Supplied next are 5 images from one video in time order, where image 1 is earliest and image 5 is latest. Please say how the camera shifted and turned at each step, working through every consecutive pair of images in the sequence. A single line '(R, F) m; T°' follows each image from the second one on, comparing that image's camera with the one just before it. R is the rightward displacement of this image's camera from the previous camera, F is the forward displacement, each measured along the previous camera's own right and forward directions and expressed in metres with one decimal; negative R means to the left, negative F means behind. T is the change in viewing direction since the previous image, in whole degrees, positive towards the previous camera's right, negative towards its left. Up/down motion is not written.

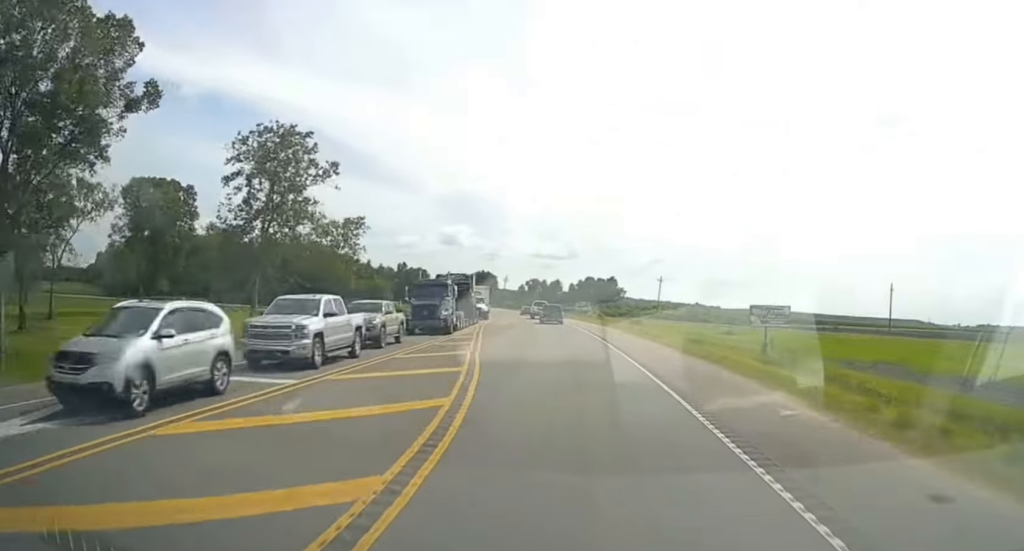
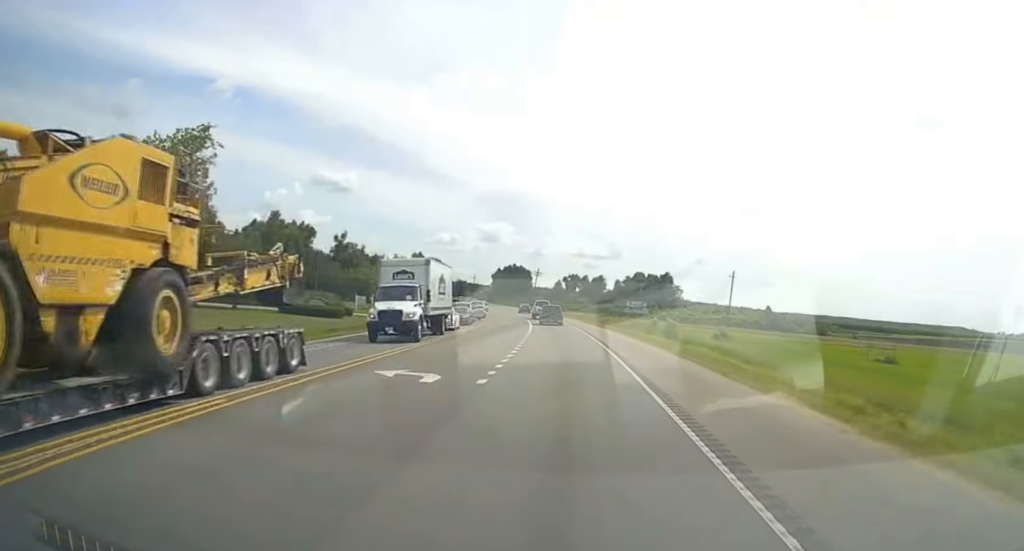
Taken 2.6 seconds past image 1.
(-0.6, +41.6) m; -3°
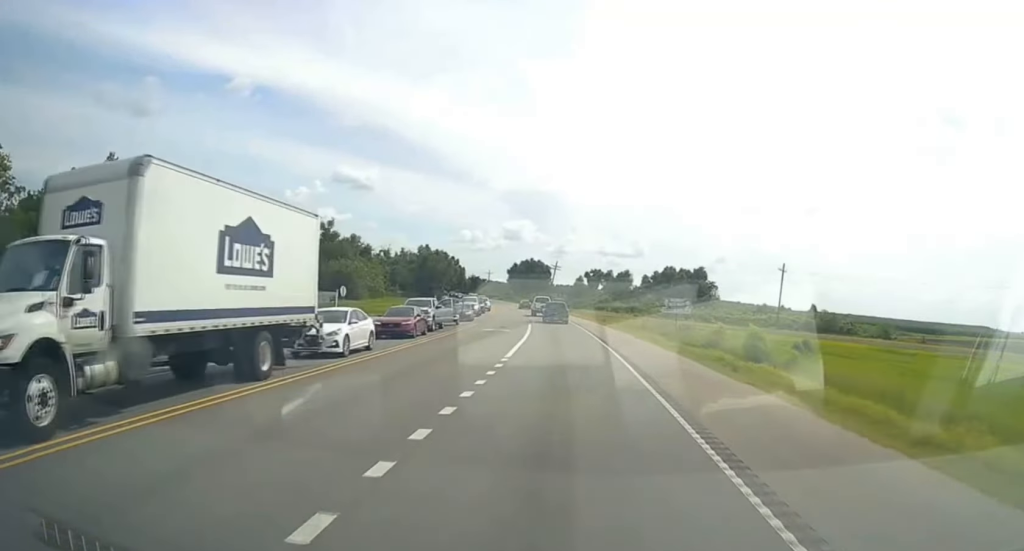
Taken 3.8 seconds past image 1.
(-0.6, +22.0) m; -2°
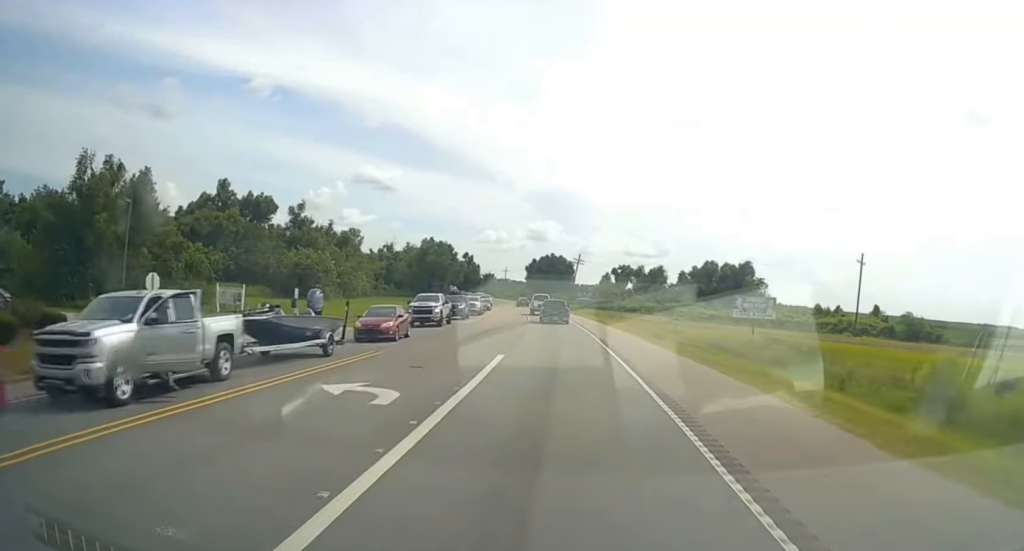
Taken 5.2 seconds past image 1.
(-0.4, +26.9) m; -2°
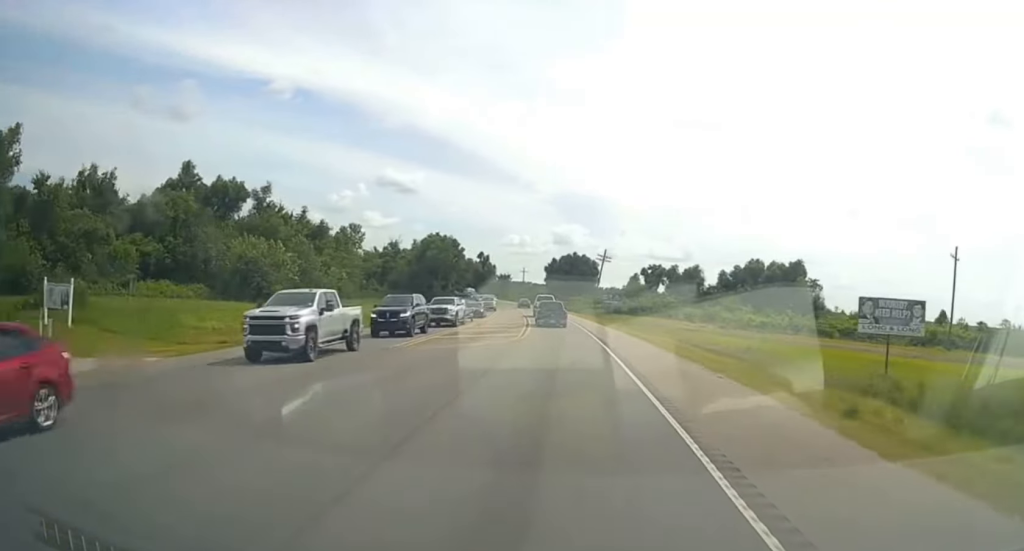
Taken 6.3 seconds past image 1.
(-0.1, +22.4) m; -1°
